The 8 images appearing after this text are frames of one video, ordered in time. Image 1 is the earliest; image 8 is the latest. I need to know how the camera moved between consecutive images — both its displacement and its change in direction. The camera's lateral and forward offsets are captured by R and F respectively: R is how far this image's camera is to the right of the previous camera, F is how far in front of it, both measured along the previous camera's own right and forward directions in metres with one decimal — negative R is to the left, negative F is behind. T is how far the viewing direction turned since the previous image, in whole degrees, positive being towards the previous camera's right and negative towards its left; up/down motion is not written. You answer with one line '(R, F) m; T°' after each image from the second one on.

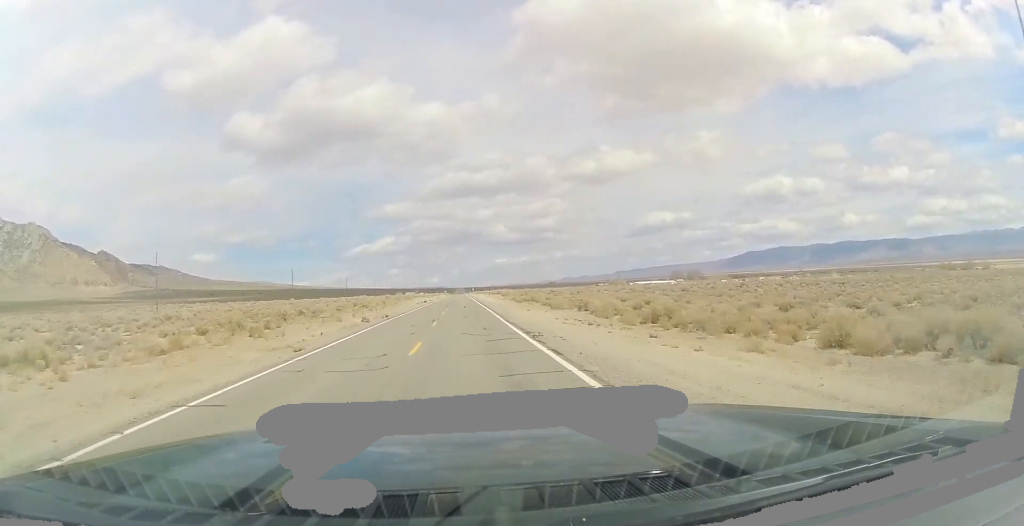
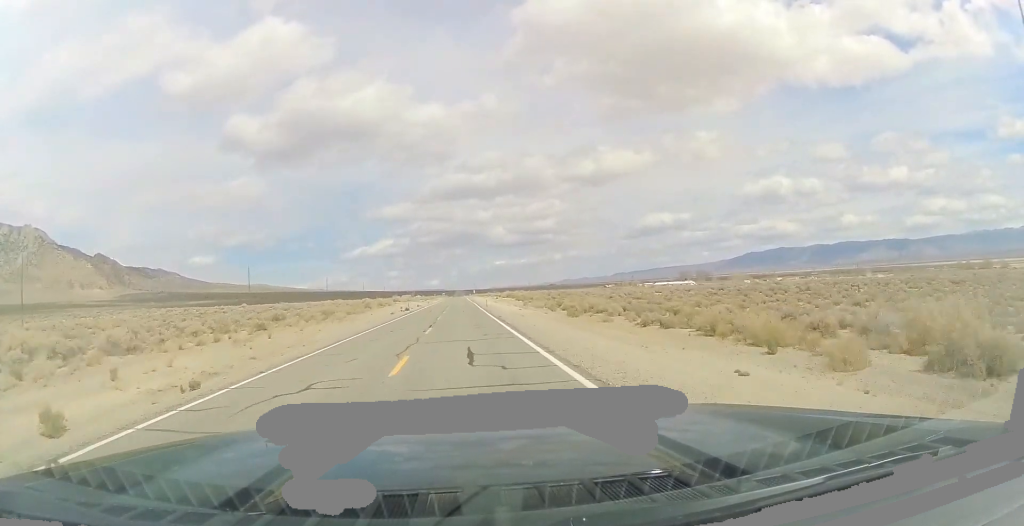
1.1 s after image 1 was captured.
(0.0, +39.8) m; 0°
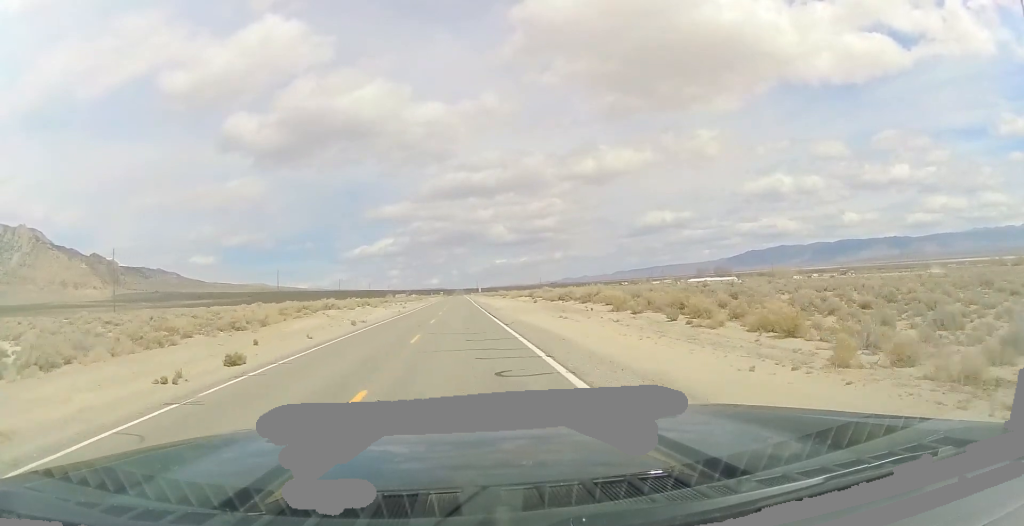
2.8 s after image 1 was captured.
(-0.3, +66.3) m; -1°
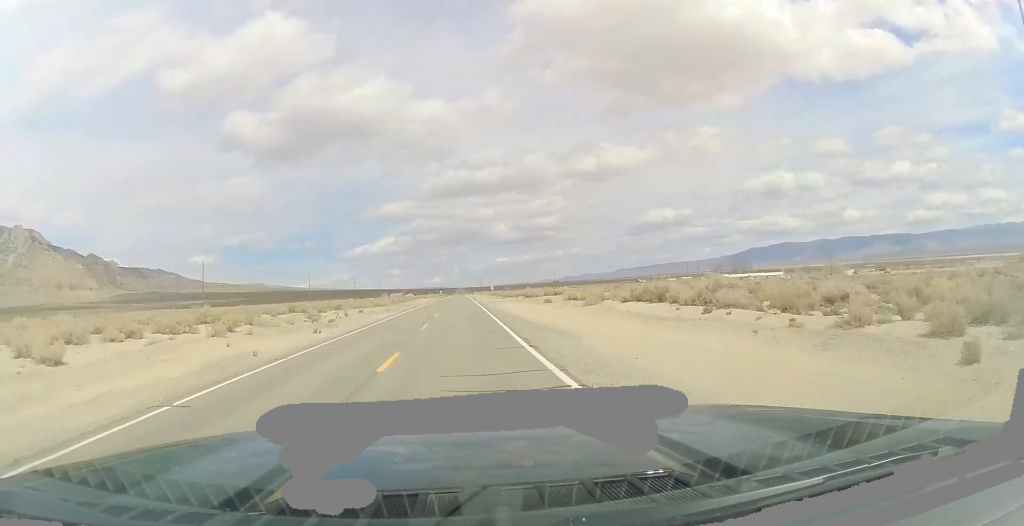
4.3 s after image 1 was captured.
(+0.2, +55.2) m; +1°
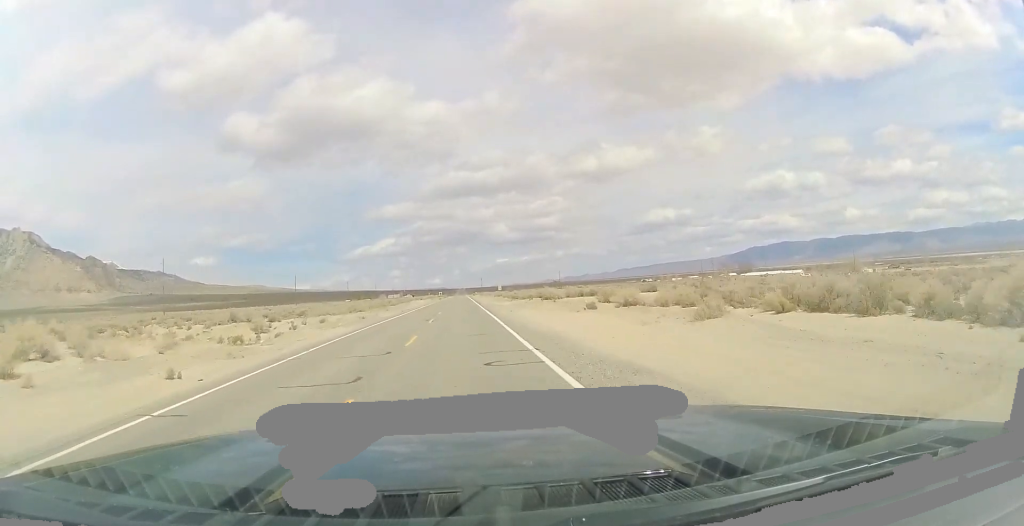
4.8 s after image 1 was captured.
(+0.2, +18.8) m; 0°
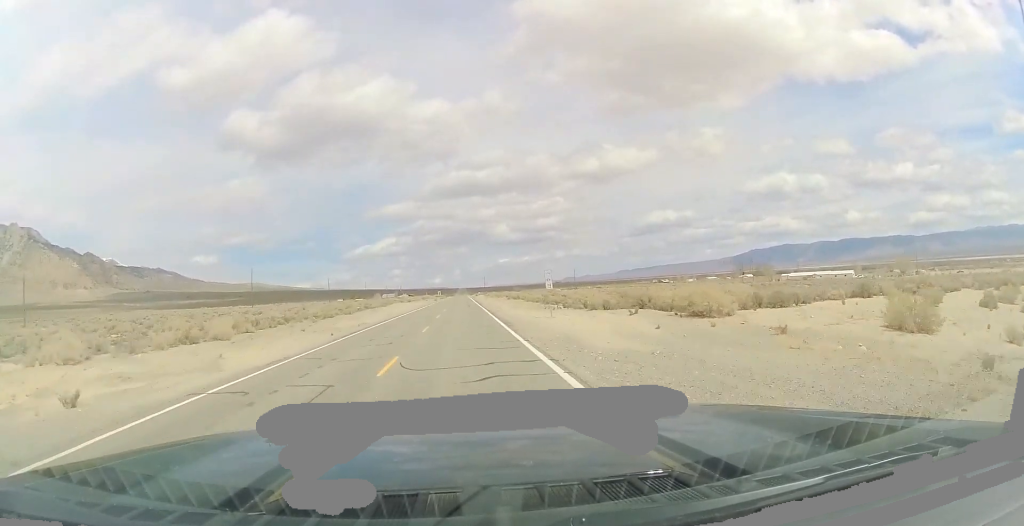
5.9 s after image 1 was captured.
(+0.2, +42.6) m; 0°
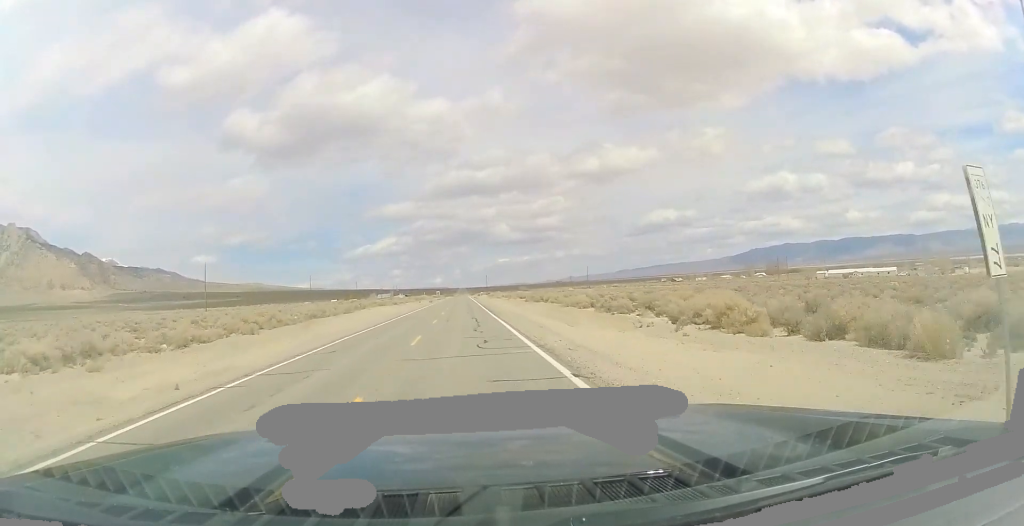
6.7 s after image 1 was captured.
(0.0, +30.2) m; -1°
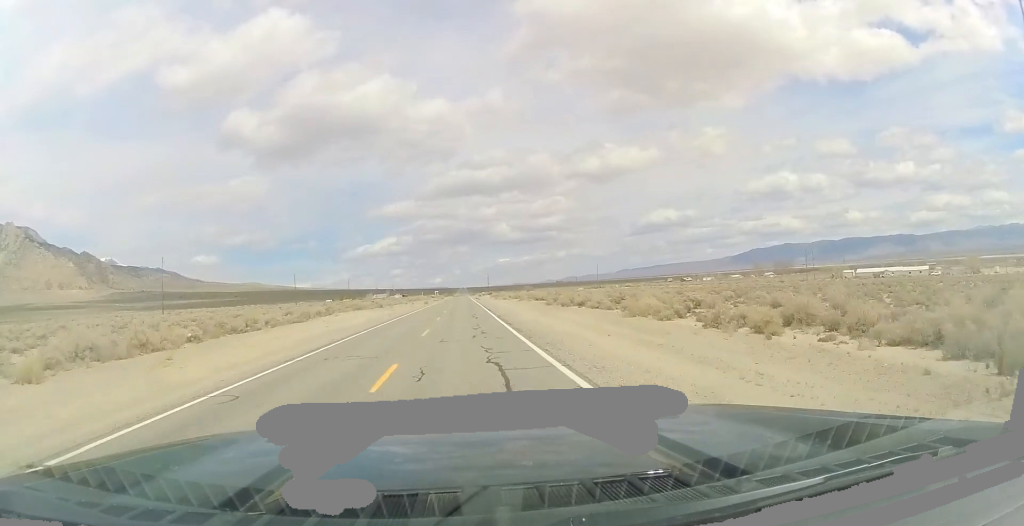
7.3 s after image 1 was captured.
(+0.1, +20.2) m; 0°
